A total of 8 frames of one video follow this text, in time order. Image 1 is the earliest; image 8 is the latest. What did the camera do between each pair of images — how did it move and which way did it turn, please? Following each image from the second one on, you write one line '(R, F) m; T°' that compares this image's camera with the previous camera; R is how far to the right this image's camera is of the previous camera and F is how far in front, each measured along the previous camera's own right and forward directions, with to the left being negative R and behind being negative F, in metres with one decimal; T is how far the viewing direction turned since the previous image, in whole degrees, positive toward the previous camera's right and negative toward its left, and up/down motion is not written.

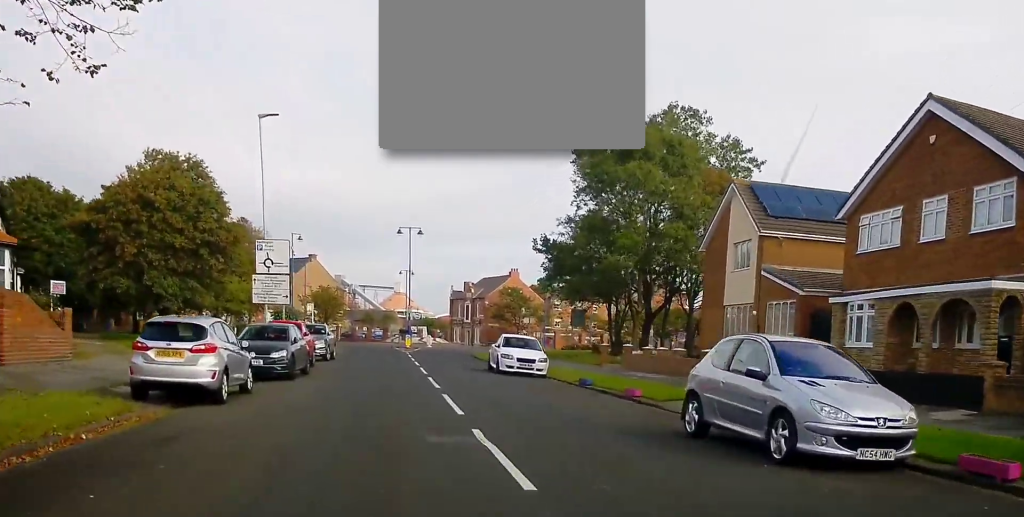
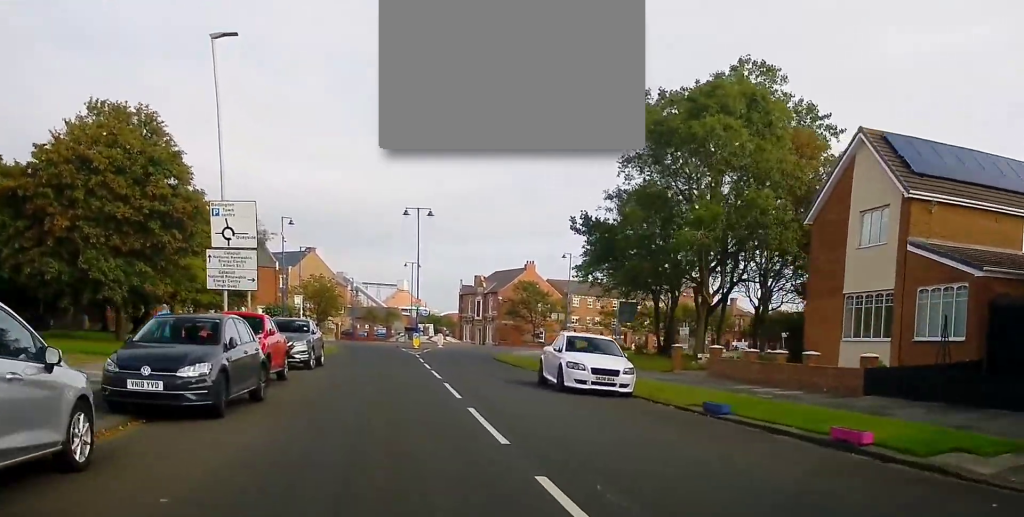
(-0.1, +9.4) m; -2°
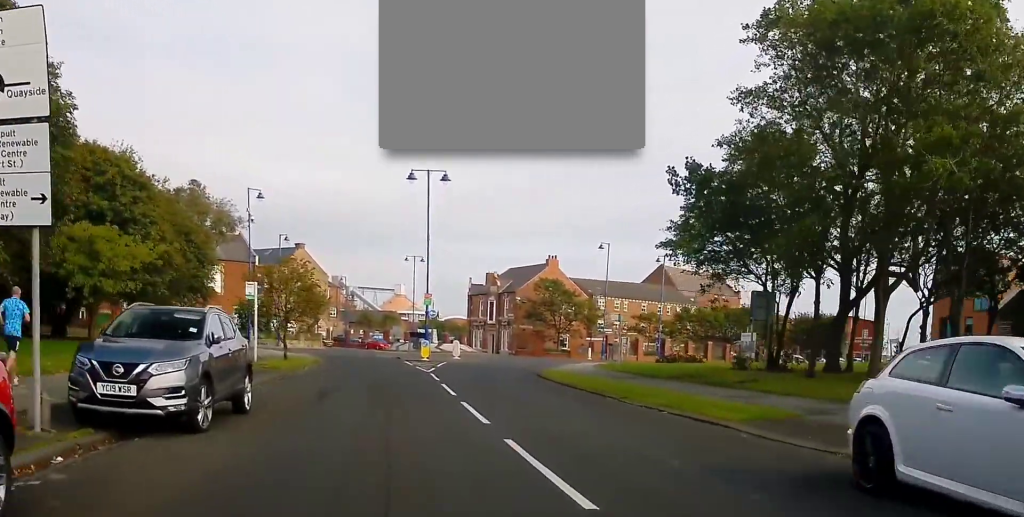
(+0.2, +15.1) m; +2°
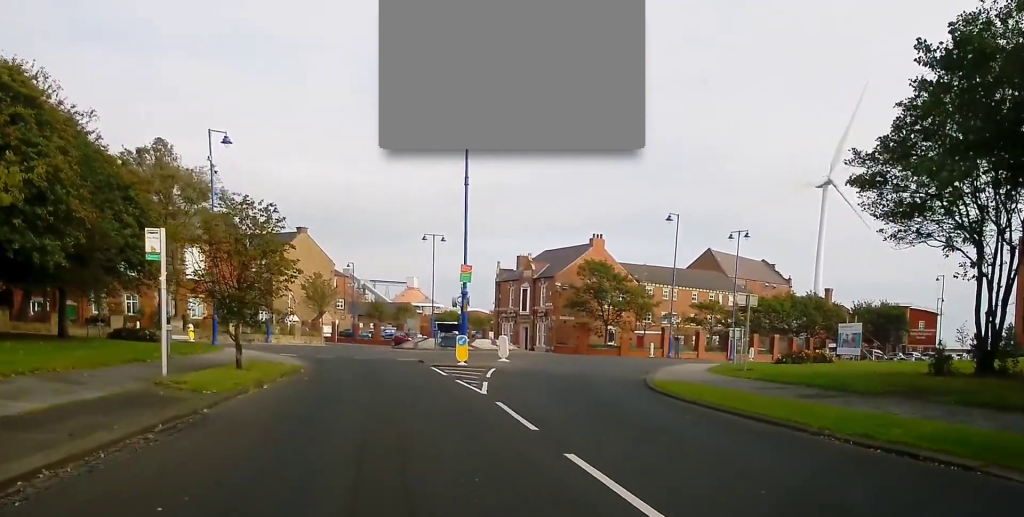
(-0.1, +13.6) m; -2°
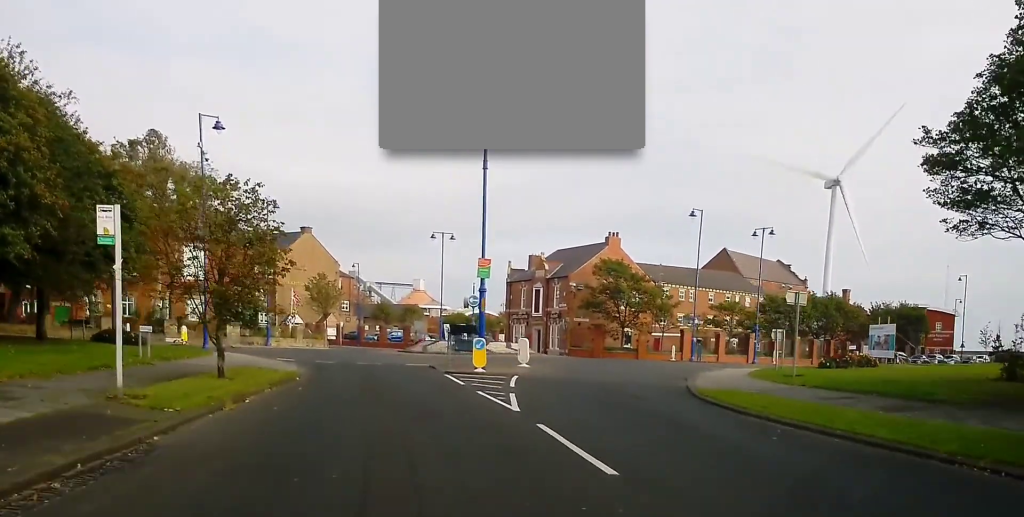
(-0.1, +3.1) m; 0°
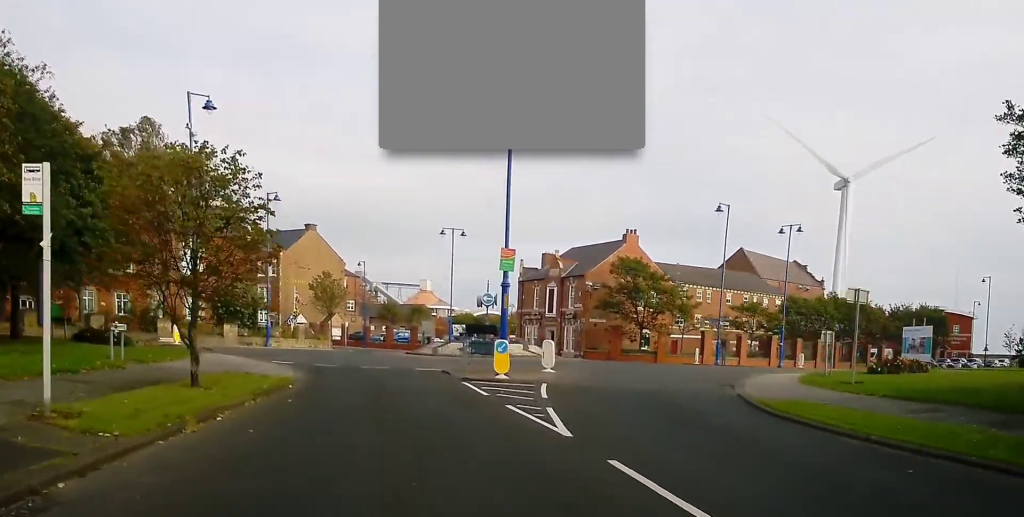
(-0.1, +3.4) m; 0°
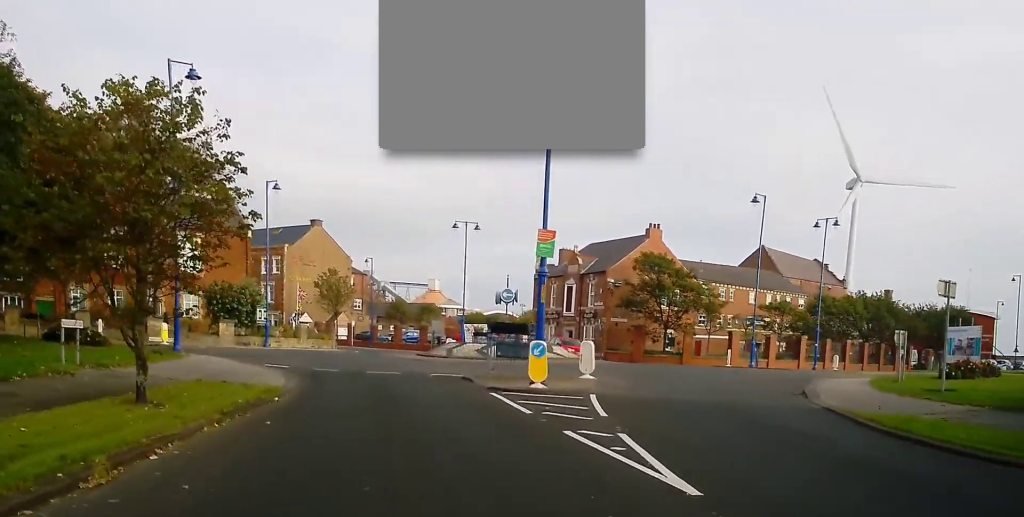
(+0.1, +3.8) m; 0°
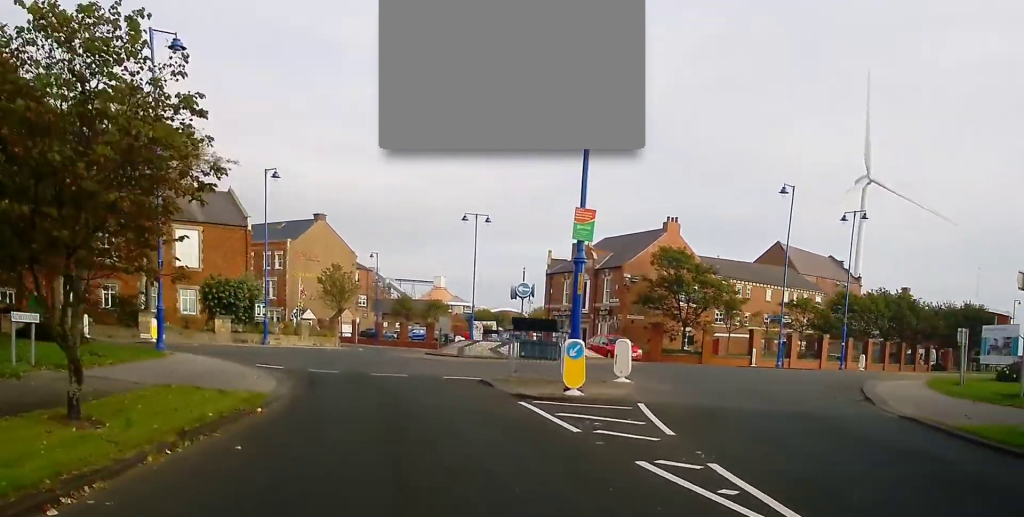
(+0.1, +2.8) m; 0°
